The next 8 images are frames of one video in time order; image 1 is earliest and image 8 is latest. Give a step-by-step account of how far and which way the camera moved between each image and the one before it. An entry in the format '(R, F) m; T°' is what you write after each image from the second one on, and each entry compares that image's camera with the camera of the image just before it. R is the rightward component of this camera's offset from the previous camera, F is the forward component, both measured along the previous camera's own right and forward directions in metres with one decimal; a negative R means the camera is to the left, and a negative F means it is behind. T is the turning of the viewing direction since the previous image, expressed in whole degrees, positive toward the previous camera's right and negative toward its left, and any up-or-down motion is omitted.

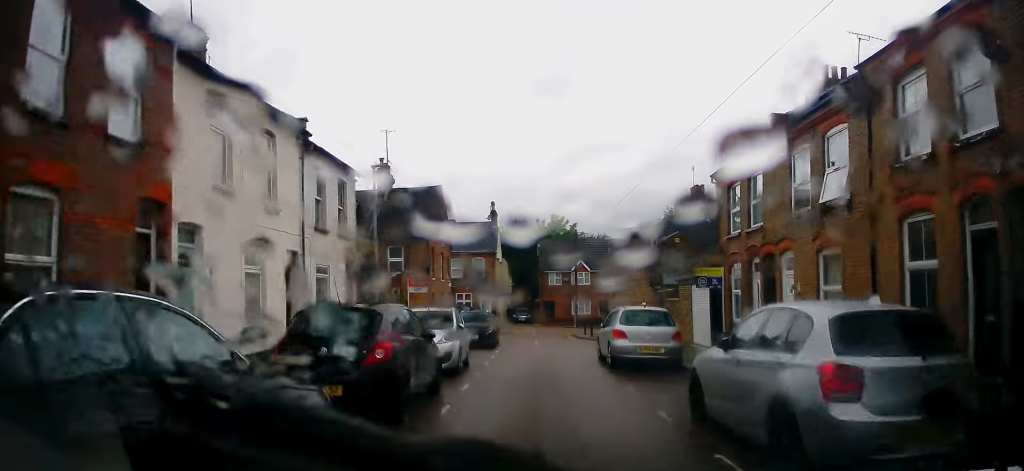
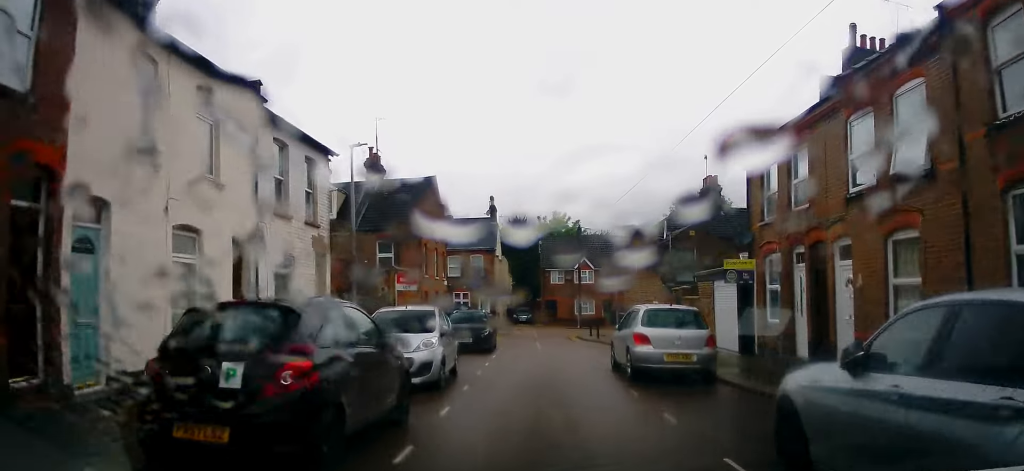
(-0.2, +2.6) m; -2°
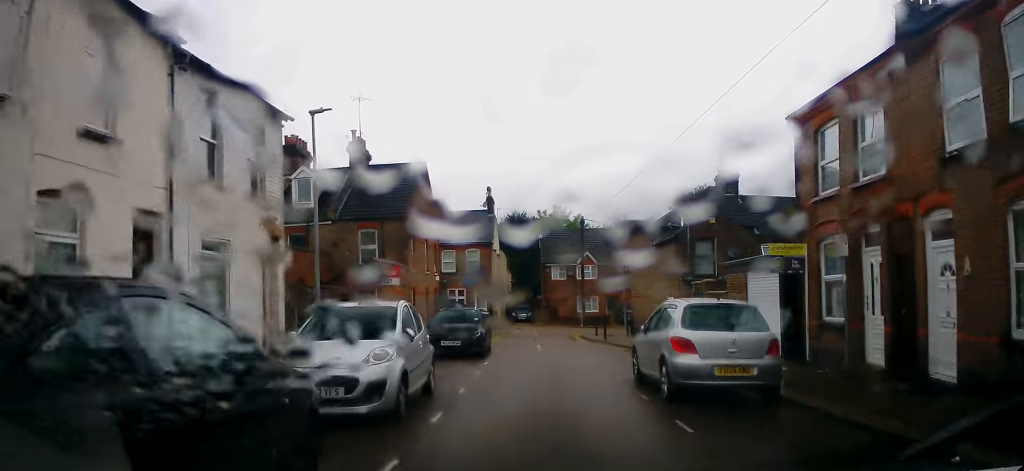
(-0.1, +3.1) m; 0°
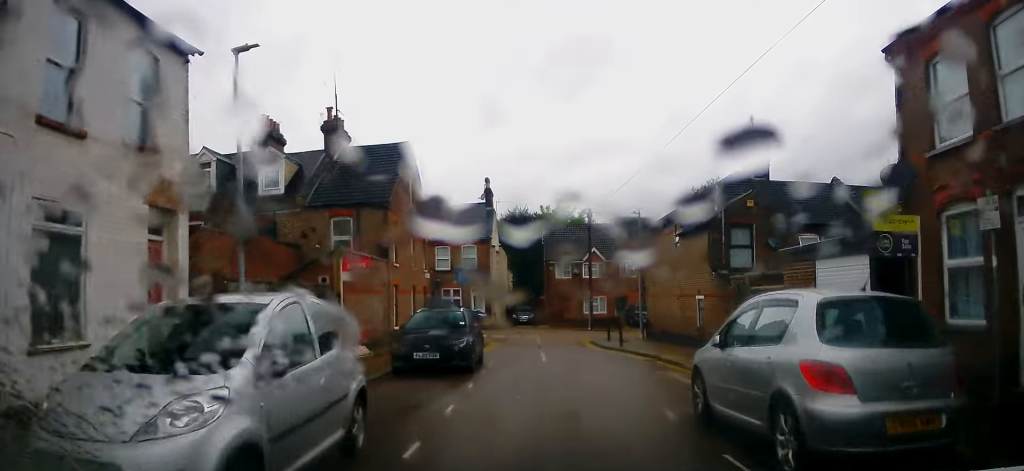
(0.0, +4.3) m; +3°
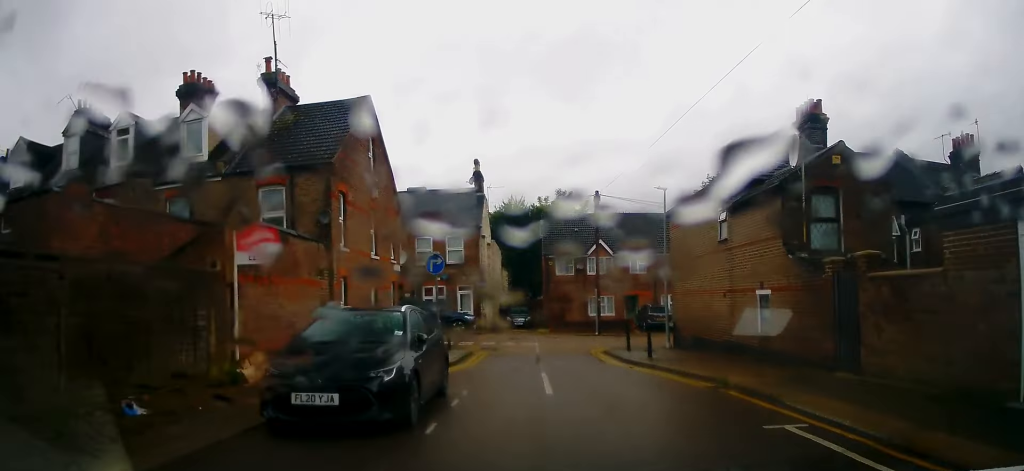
(+0.3, +6.3) m; +1°
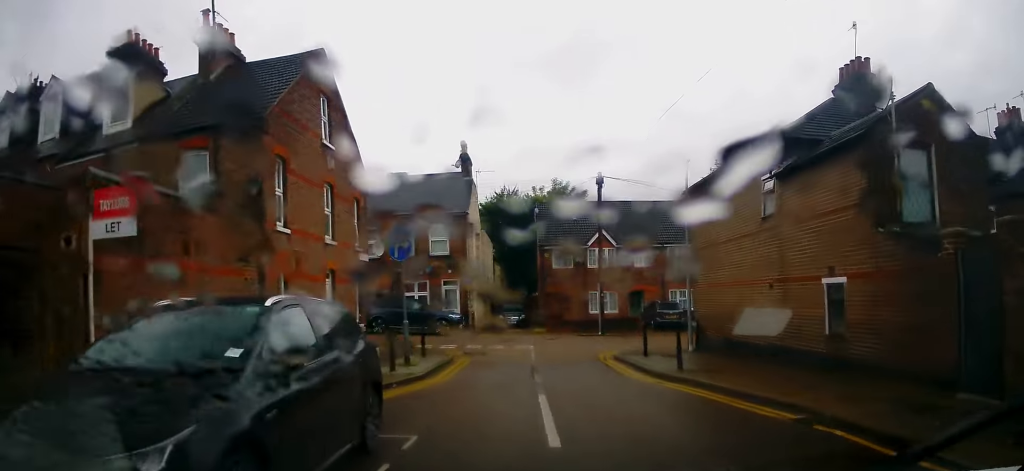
(-0.1, +4.0) m; -2°
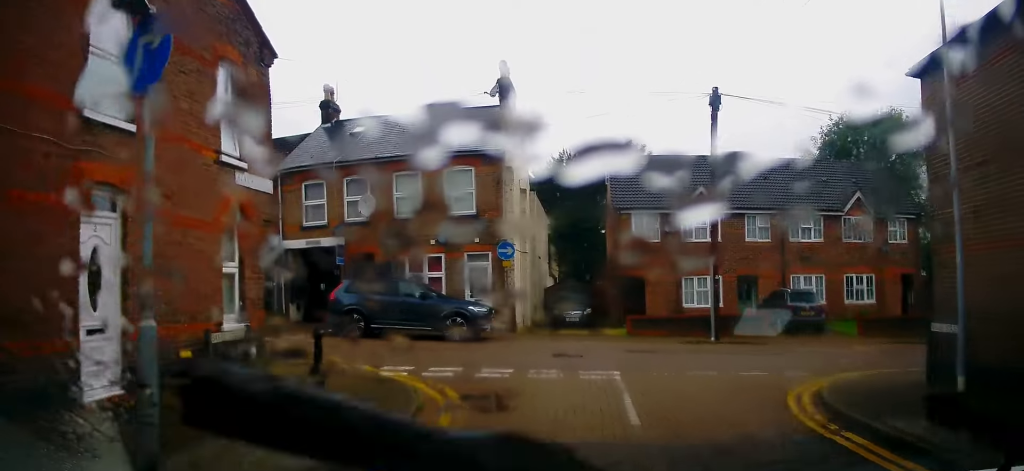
(-0.1, +11.2) m; -3°
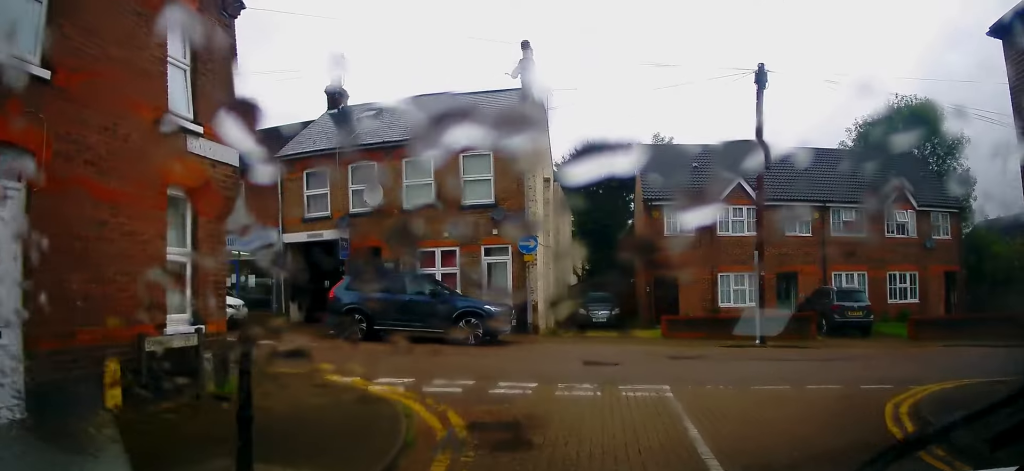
(+0.1, +2.2) m; -2°
